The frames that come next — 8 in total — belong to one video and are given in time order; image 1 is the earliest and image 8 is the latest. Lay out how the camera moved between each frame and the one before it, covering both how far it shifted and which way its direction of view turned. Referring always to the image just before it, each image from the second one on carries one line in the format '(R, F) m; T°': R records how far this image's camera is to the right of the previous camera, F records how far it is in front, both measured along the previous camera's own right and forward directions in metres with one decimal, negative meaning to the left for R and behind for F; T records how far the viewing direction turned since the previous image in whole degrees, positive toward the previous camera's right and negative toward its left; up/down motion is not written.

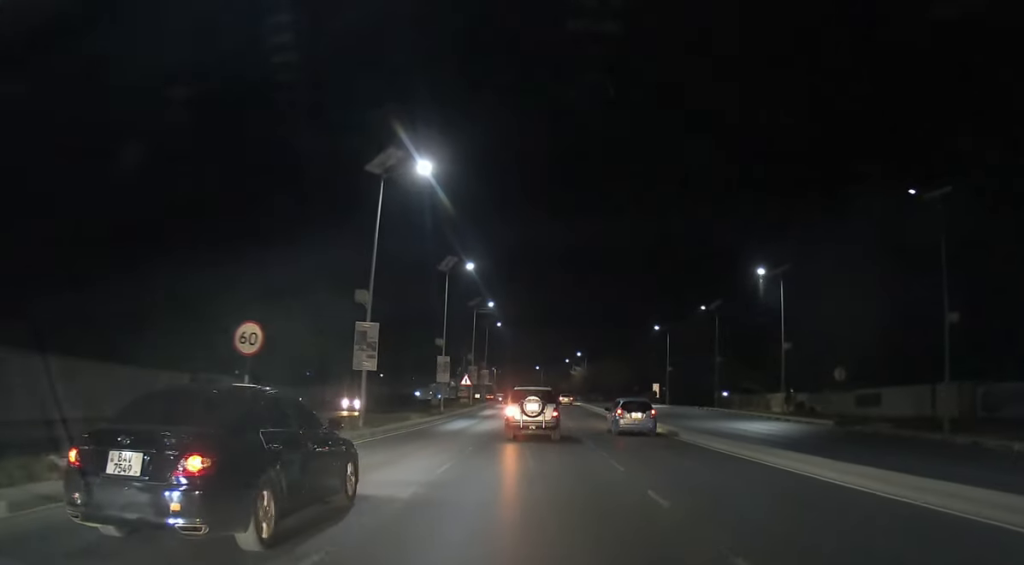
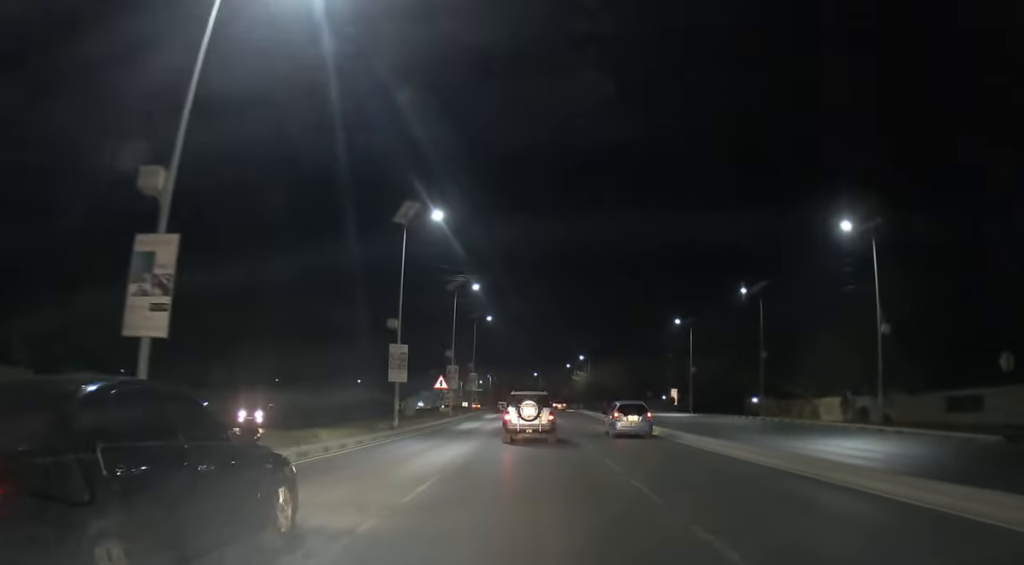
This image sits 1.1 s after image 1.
(0.0, +17.4) m; 0°
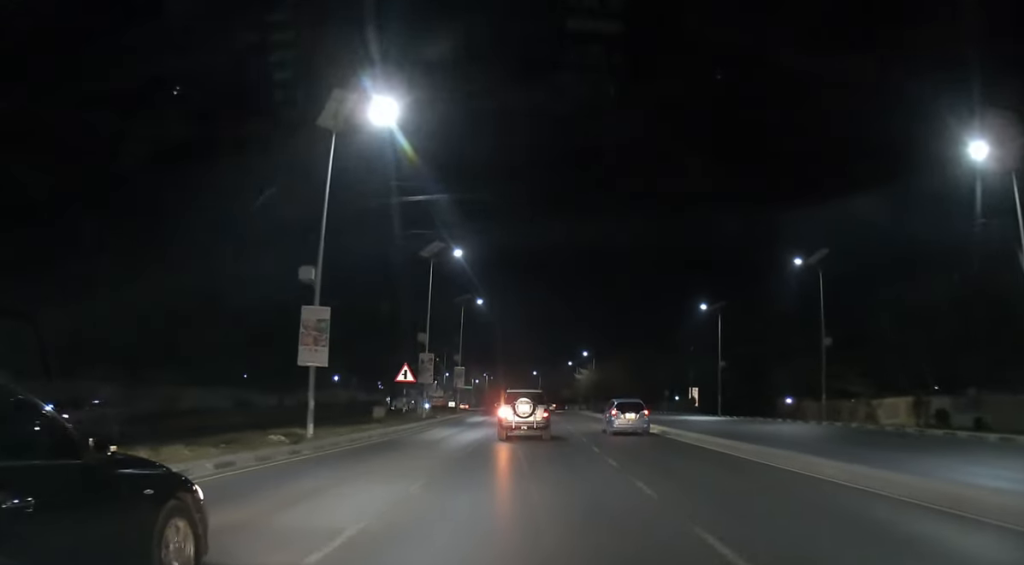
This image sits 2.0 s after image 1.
(0.0, +14.4) m; 0°
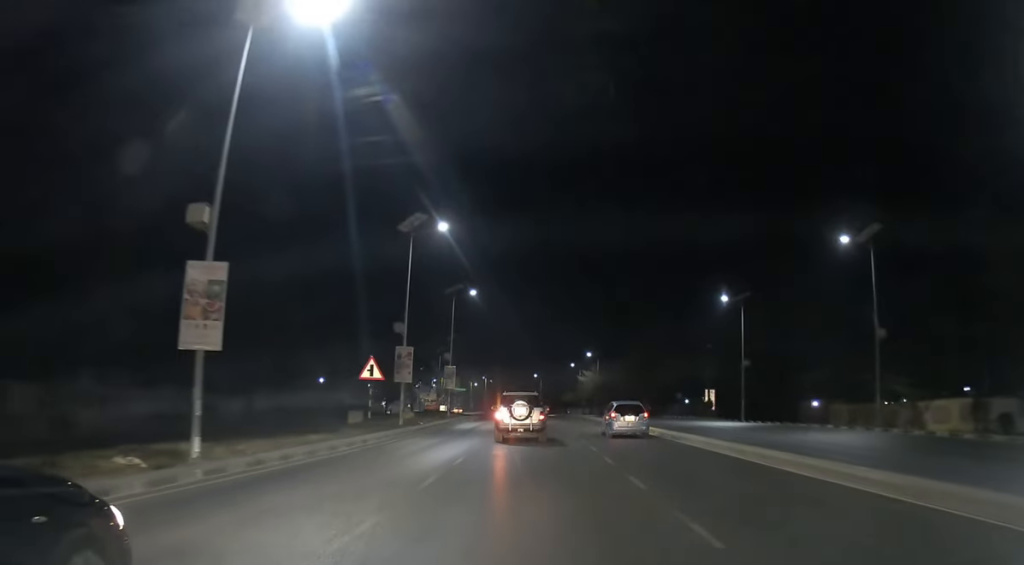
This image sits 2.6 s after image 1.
(0.0, +8.4) m; 0°
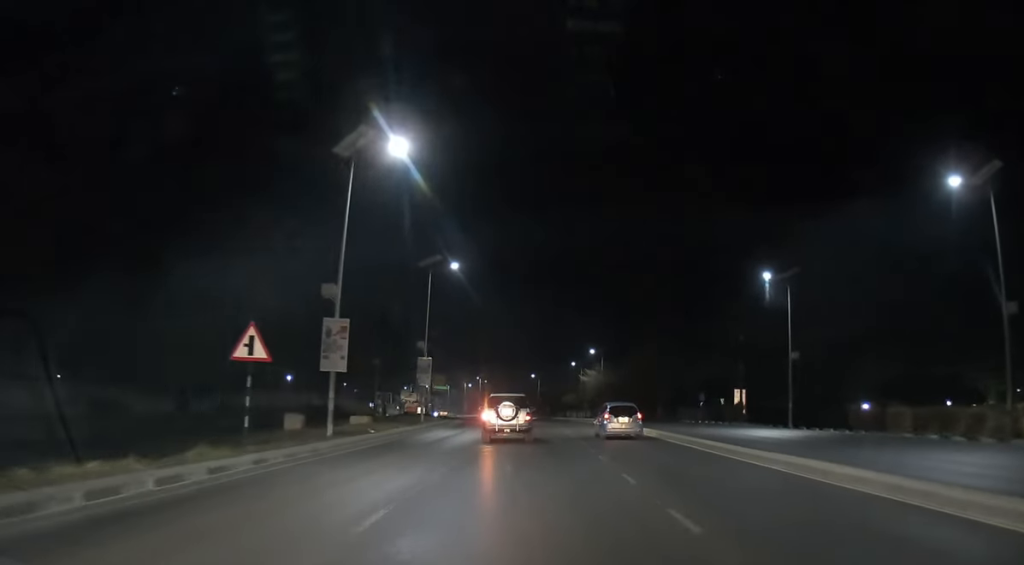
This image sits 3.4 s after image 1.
(0.0, +13.5) m; 0°
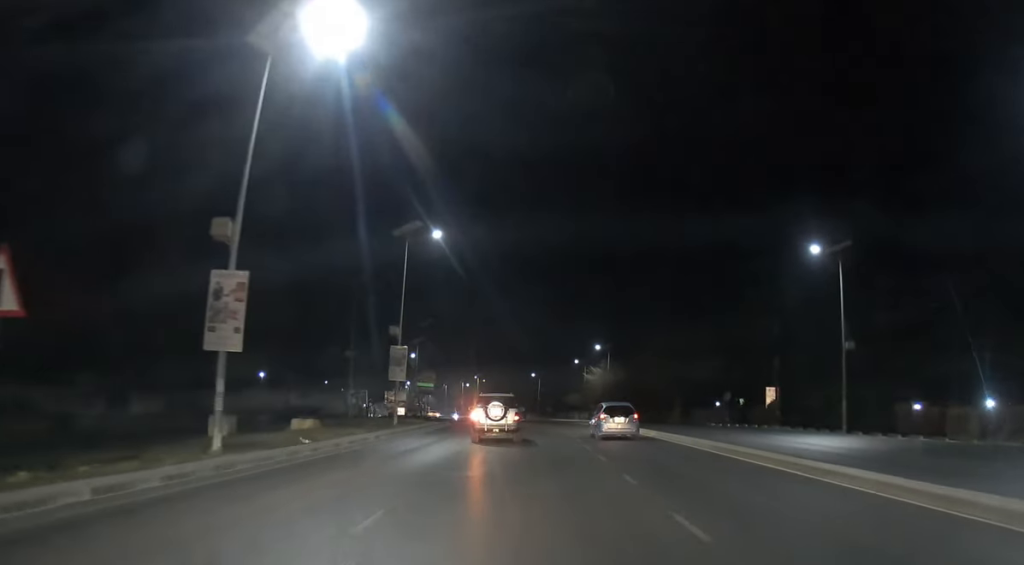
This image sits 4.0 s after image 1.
(0.0, +9.8) m; 0°
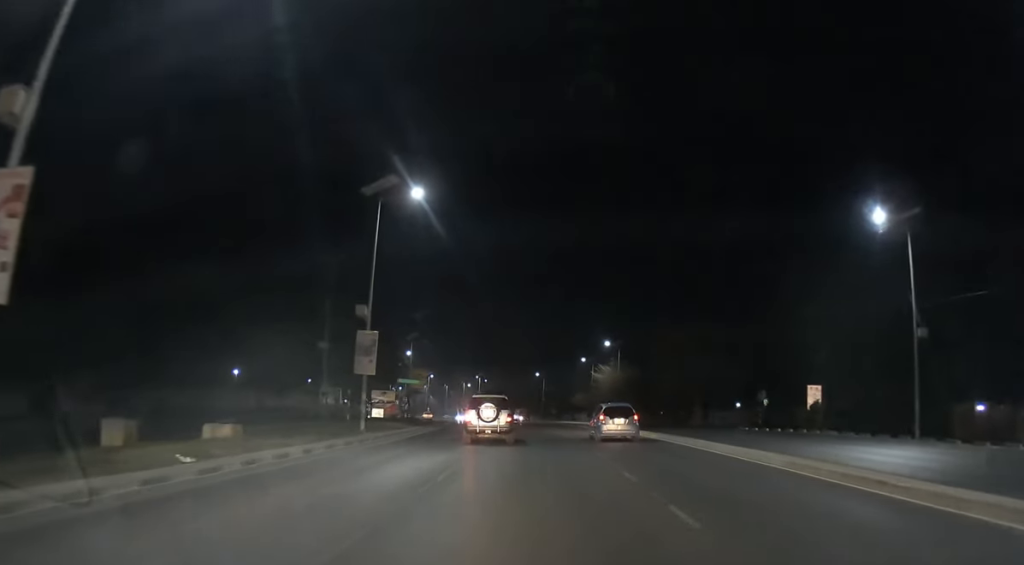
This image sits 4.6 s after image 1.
(+0.1, +8.7) m; 0°
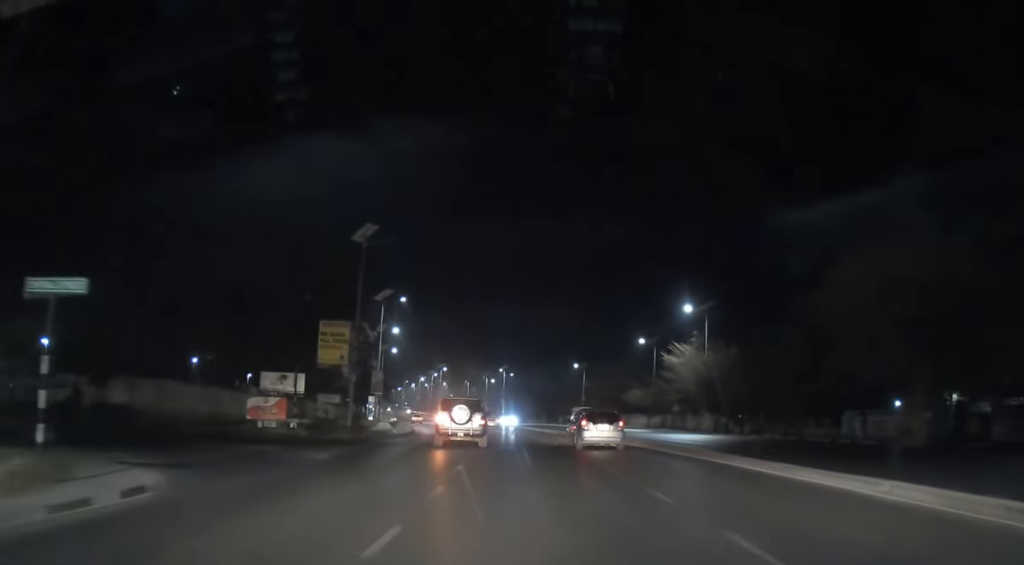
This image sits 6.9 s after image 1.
(-1.0, +37.4) m; -4°
